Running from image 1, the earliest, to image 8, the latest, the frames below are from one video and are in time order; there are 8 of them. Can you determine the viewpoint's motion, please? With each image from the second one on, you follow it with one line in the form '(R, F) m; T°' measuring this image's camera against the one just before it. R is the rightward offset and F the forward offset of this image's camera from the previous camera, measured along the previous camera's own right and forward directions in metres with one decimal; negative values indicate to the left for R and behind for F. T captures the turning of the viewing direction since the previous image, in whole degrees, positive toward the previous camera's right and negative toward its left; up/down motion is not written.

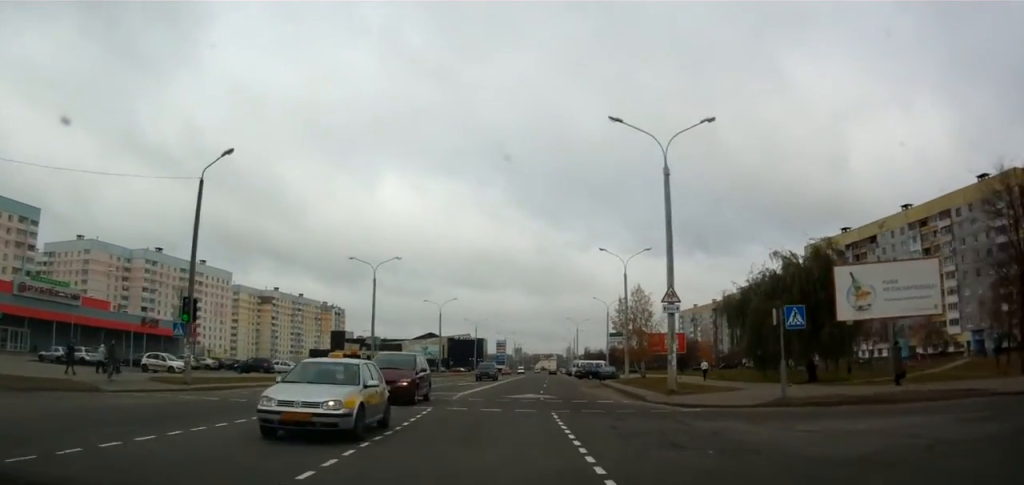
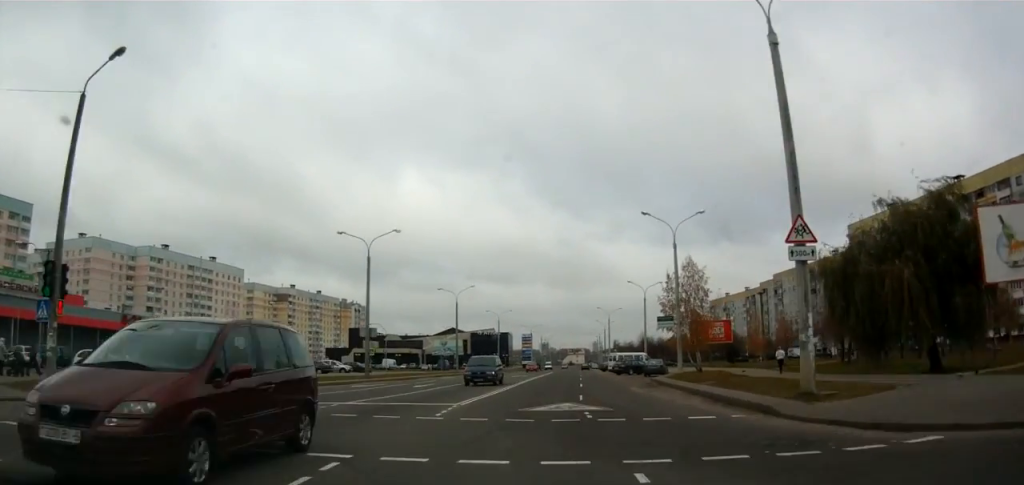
(+0.1, +10.7) m; 0°
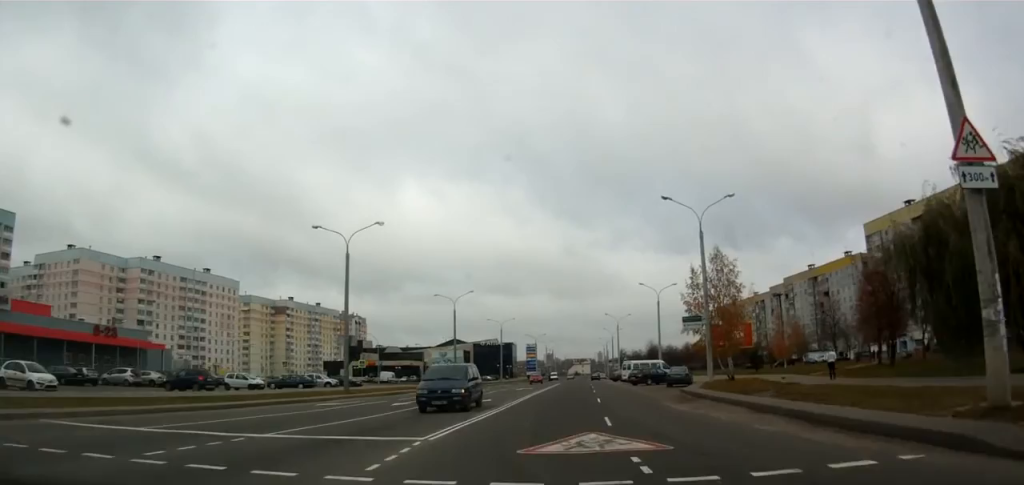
(-0.1, +6.6) m; 0°
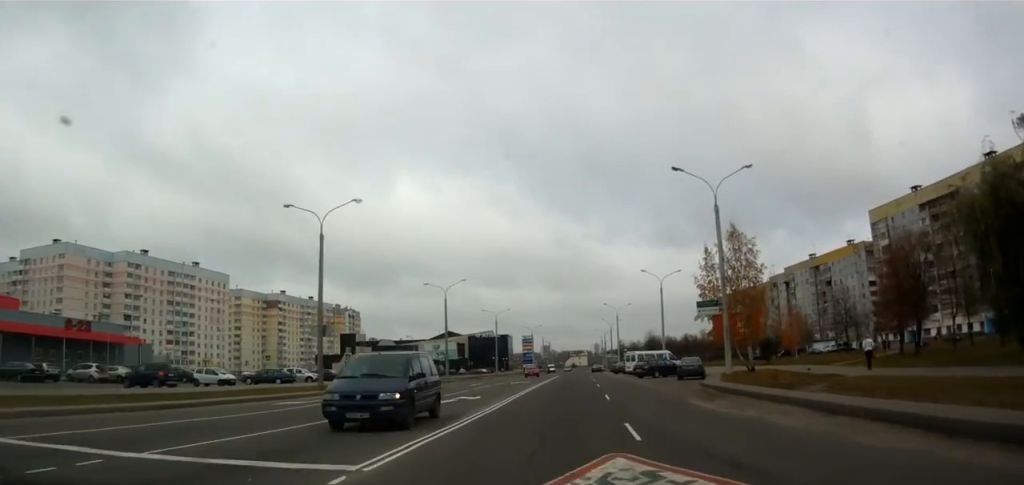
(0.0, +4.5) m; 0°
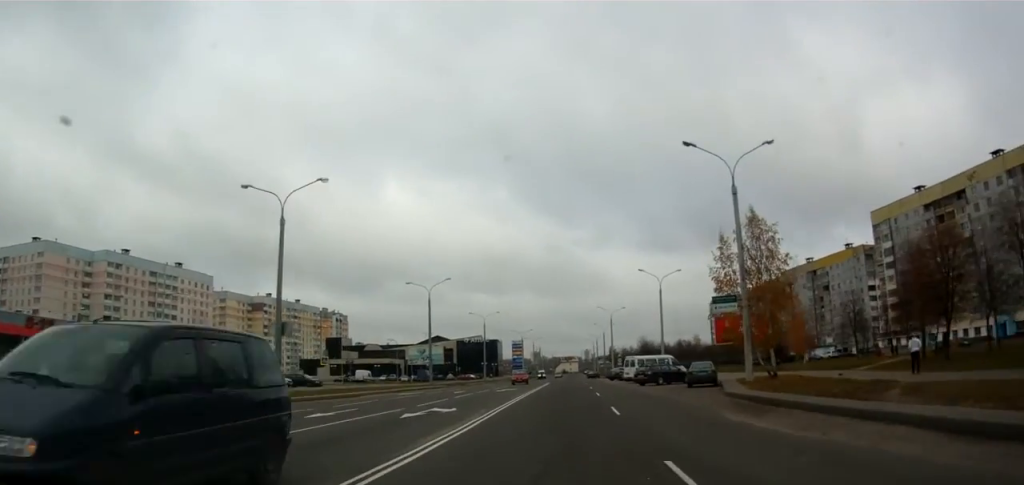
(0.0, +5.0) m; 0°
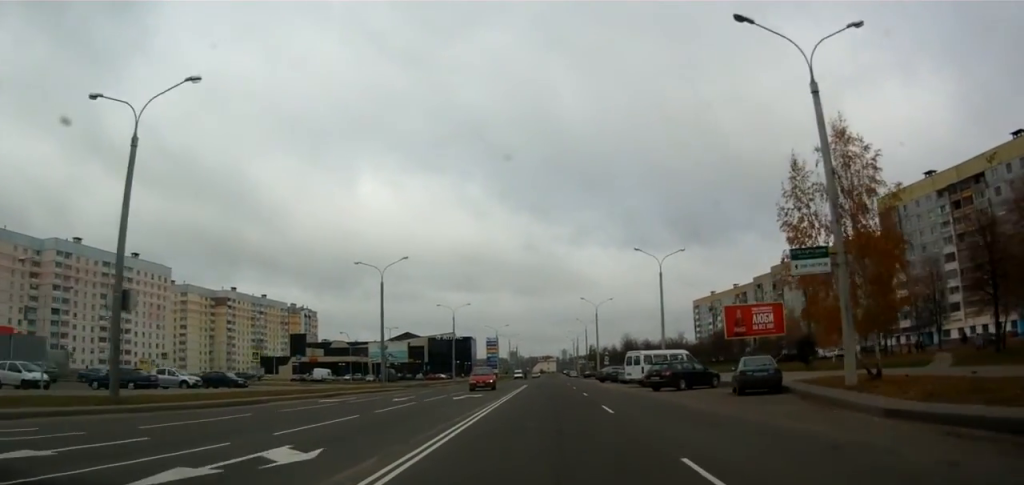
(0.0, +12.1) m; +1°
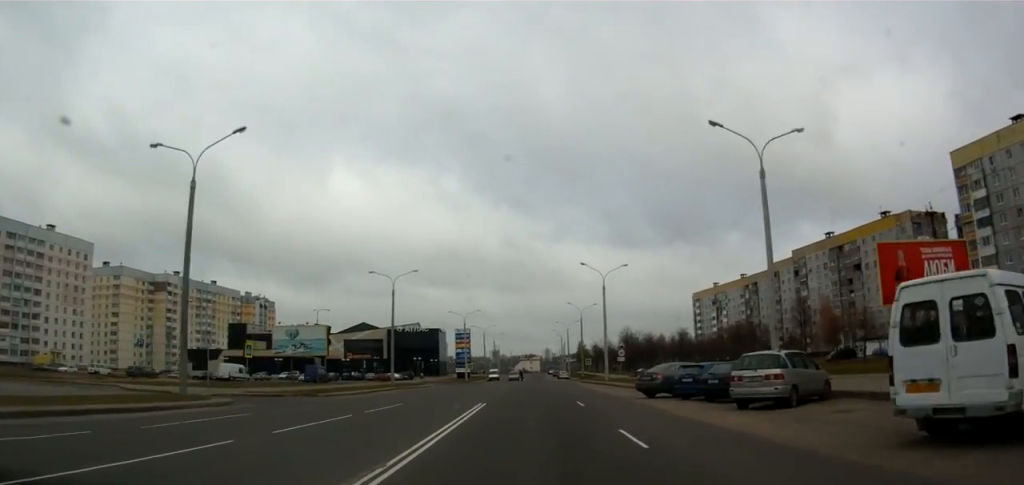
(+0.1, +30.6) m; +1°
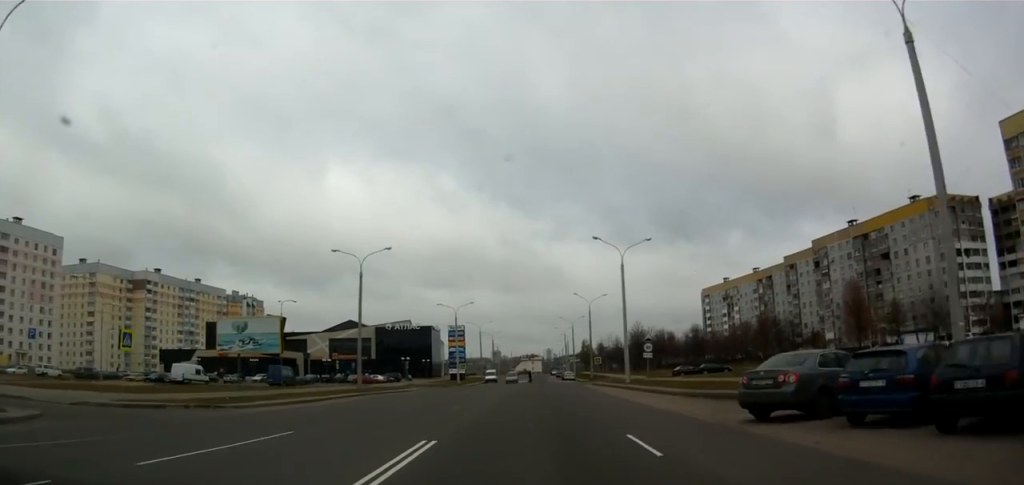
(+0.3, +13.2) m; +1°
